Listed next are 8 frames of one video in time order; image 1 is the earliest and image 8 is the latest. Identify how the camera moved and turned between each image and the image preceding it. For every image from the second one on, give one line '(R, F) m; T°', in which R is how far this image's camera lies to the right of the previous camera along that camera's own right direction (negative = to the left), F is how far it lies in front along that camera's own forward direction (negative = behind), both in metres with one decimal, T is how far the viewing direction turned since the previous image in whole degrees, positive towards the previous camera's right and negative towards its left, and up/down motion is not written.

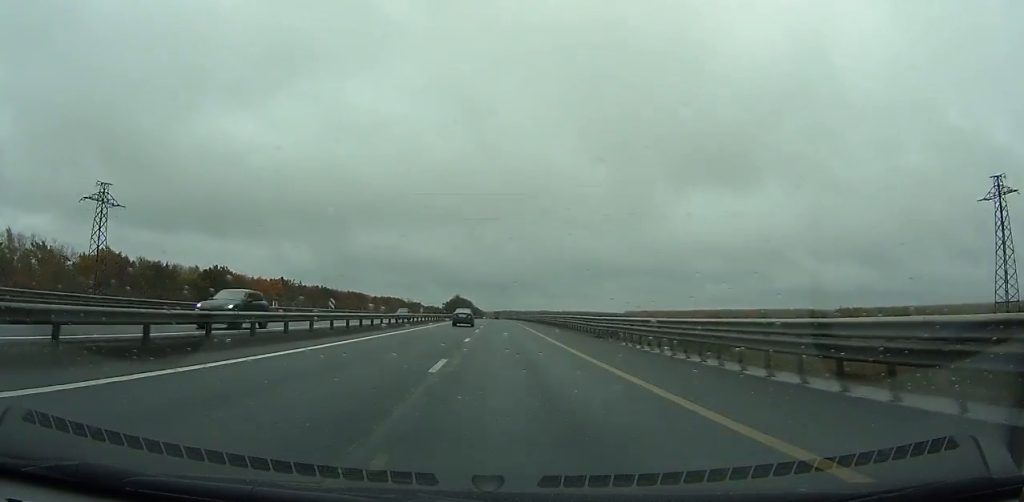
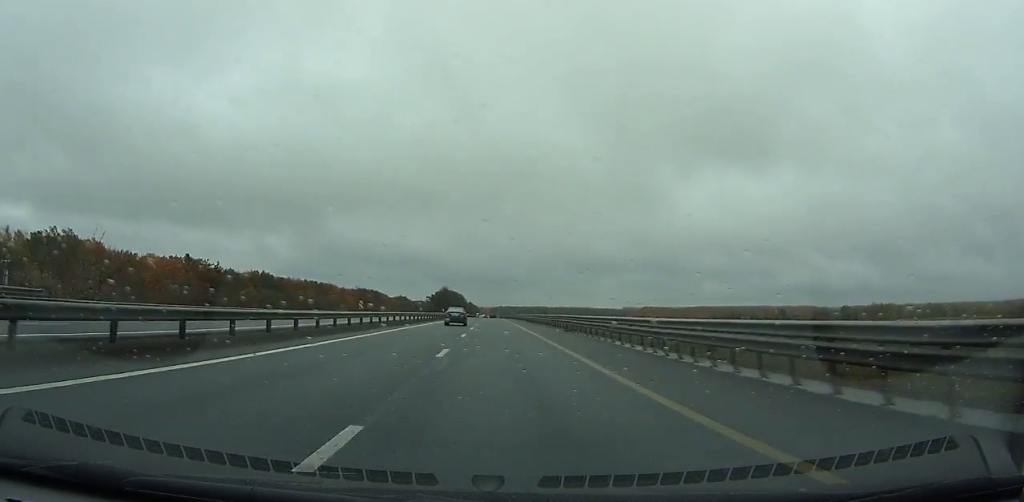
(+0.1, +79.4) m; 0°
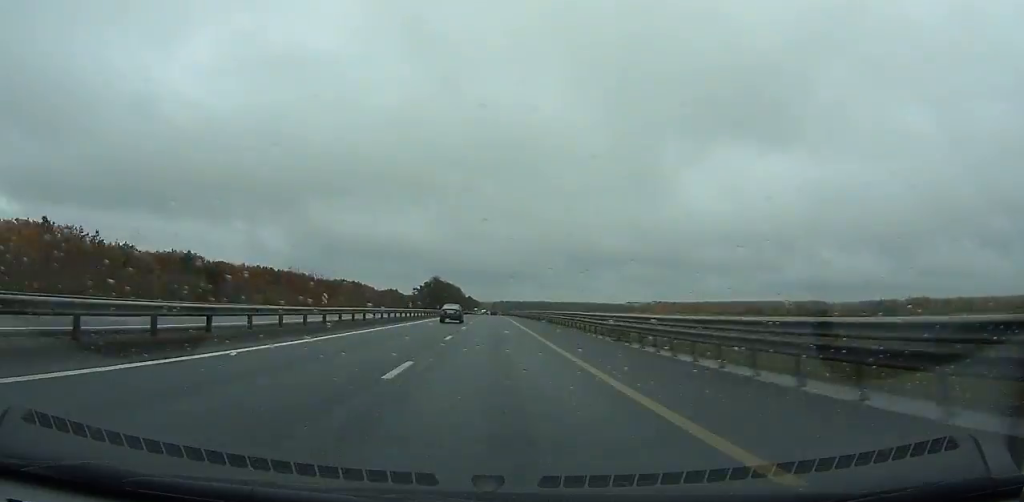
(+0.1, +66.1) m; 0°
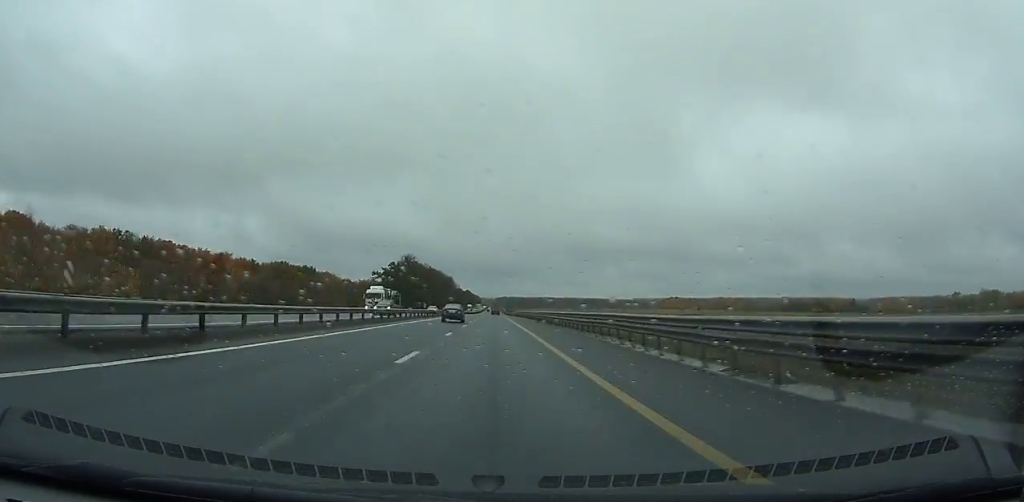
(-0.1, +107.9) m; 0°
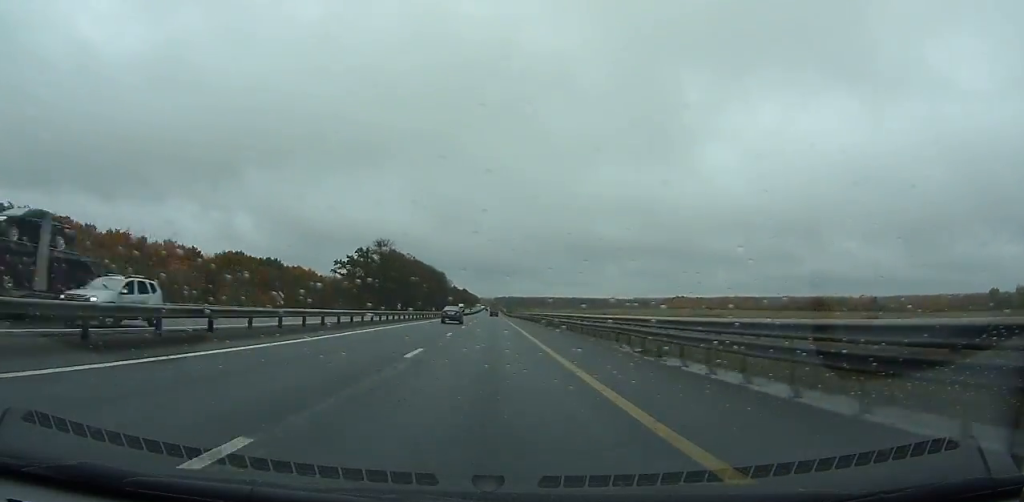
(0.0, +48.6) m; 0°
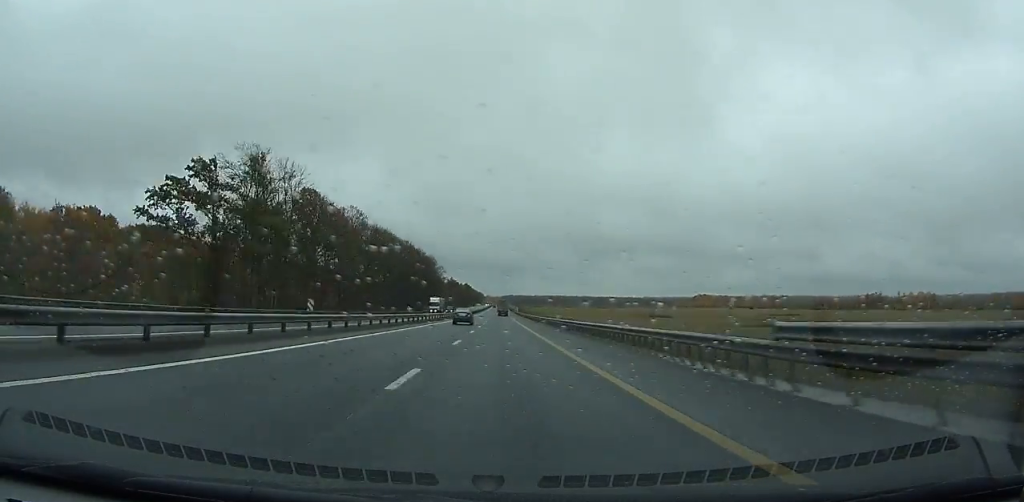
(-0.3, +93.0) m; 0°
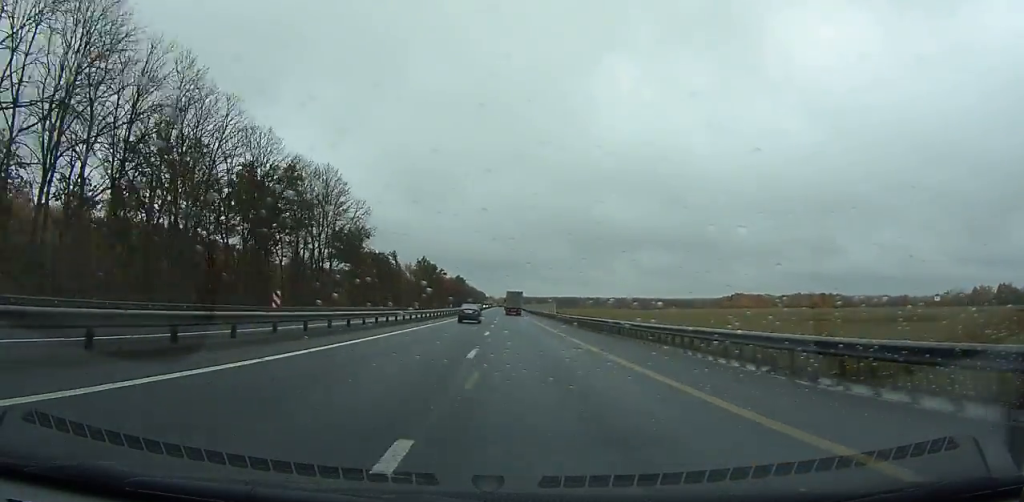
(-0.1, +150.1) m; 0°
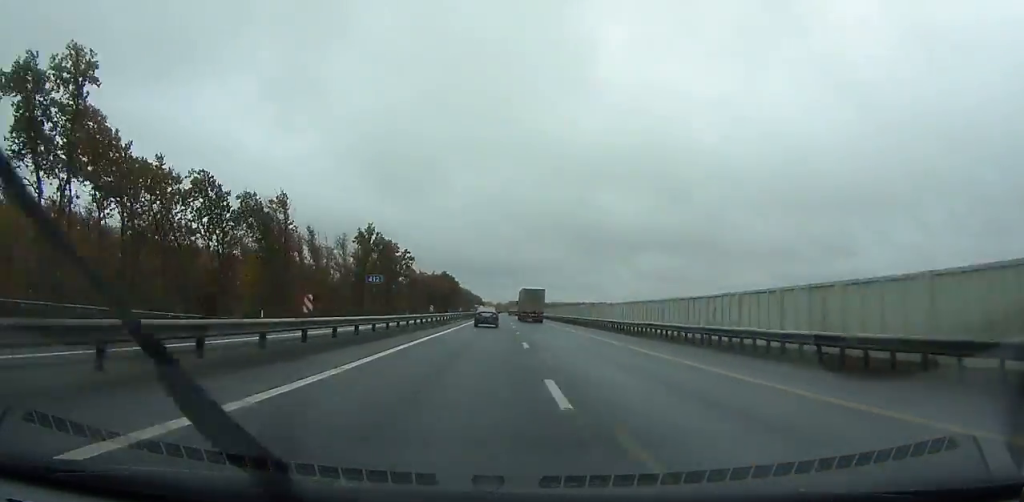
(-0.2, +90.7) m; 0°
